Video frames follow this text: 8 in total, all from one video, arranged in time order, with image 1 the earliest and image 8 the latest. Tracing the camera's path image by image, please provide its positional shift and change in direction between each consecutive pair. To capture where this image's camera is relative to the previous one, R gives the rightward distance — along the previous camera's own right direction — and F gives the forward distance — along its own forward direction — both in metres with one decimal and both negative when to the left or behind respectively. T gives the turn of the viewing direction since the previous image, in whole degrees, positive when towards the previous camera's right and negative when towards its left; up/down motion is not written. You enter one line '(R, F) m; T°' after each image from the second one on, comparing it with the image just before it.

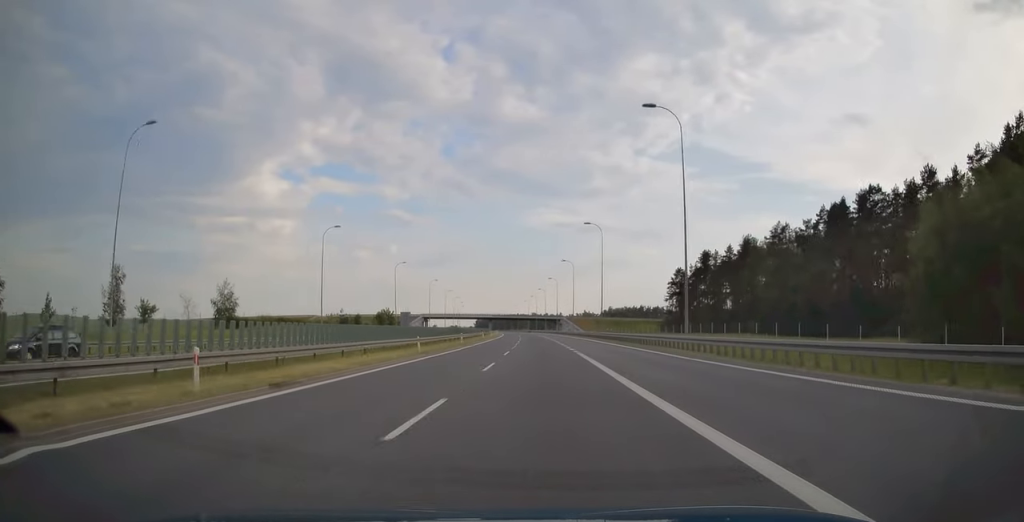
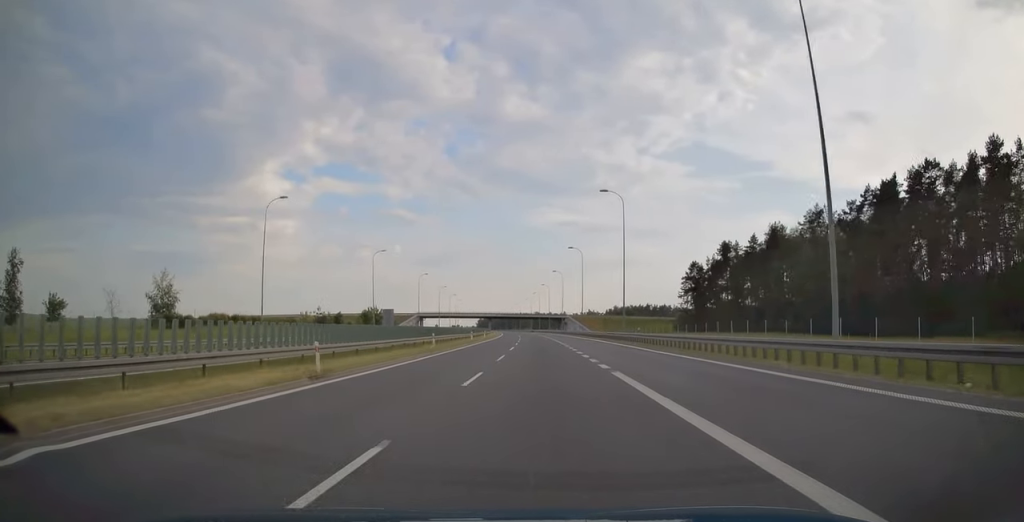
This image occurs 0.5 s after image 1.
(-0.1, +17.5) m; 0°
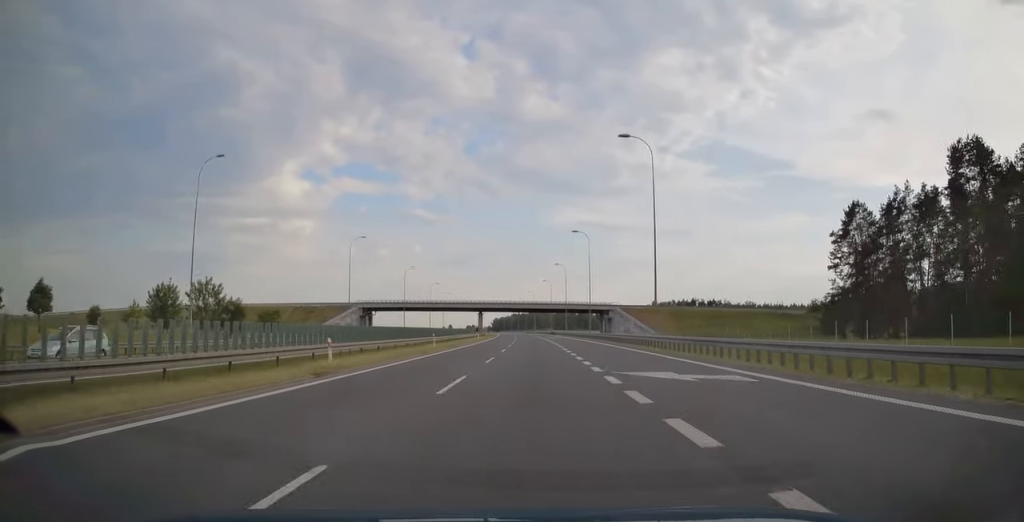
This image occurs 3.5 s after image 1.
(-1.3, +97.9) m; -2°
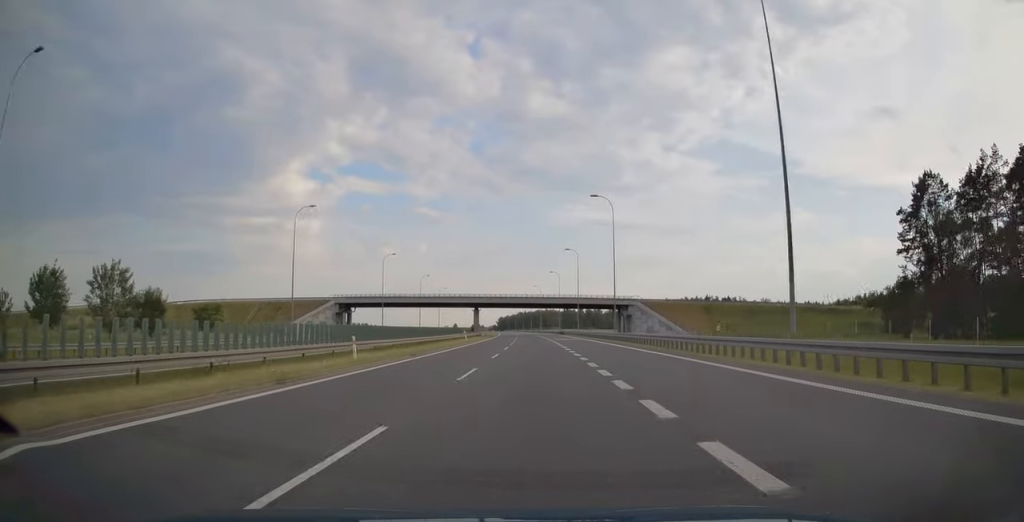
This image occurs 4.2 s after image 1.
(-0.1, +21.4) m; -1°
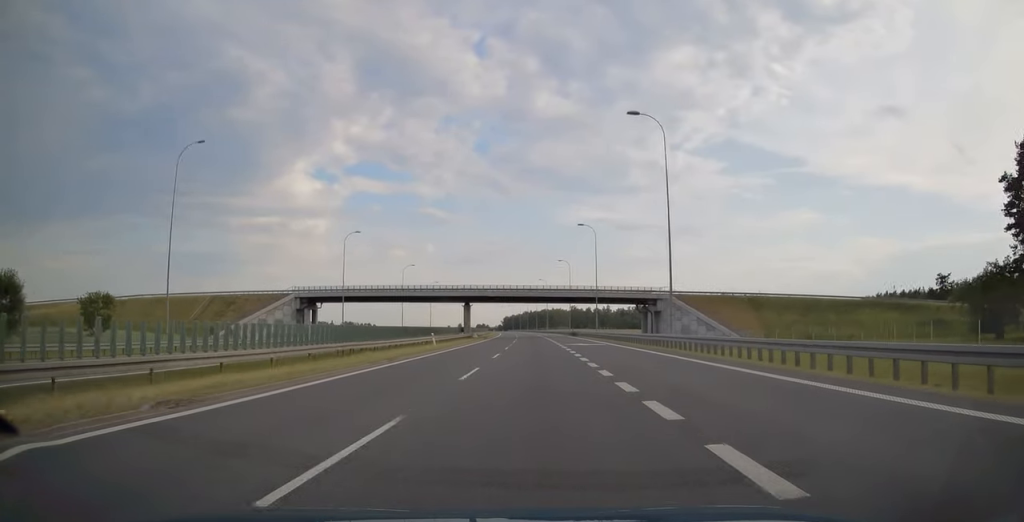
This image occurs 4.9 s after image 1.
(-0.2, +23.5) m; -1°
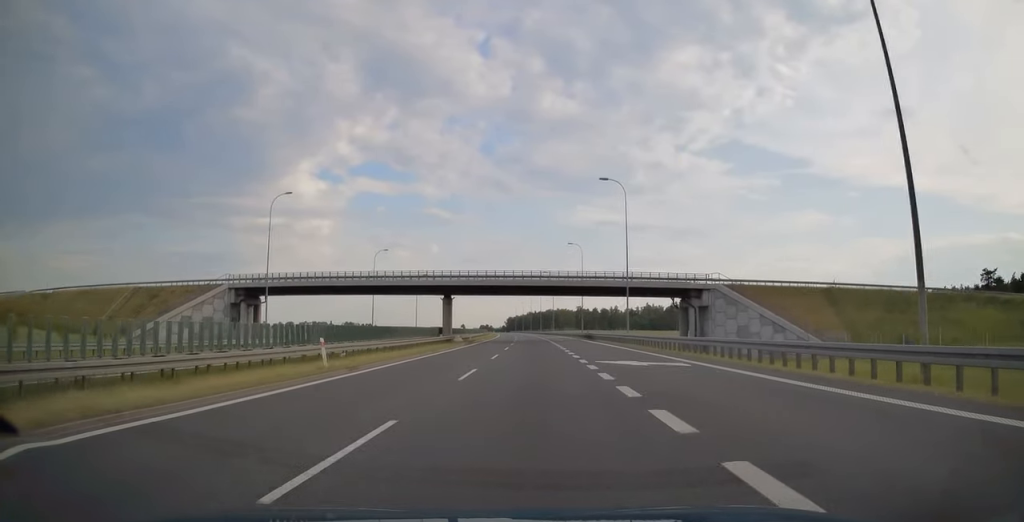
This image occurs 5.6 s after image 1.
(-0.1, +24.1) m; -1°
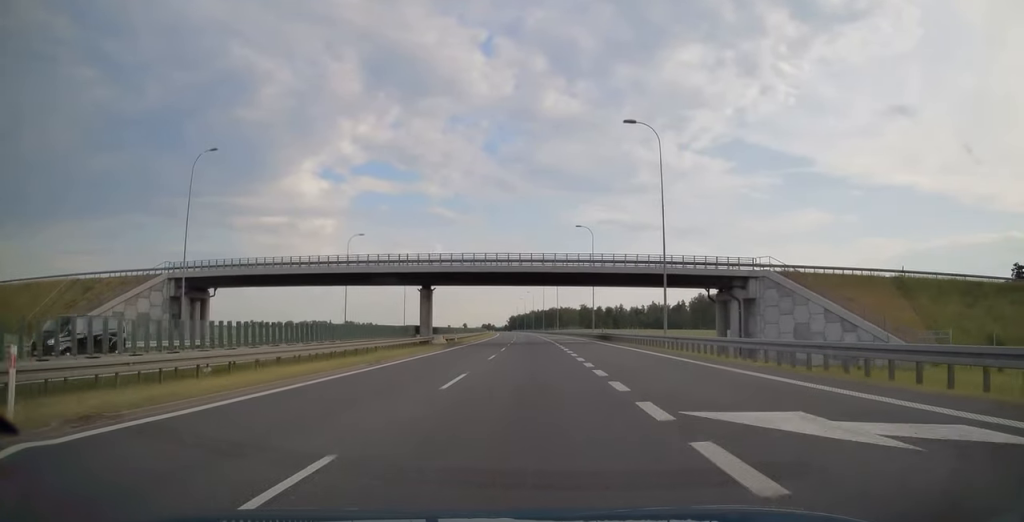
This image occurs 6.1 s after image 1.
(0.0, +14.8) m; 0°
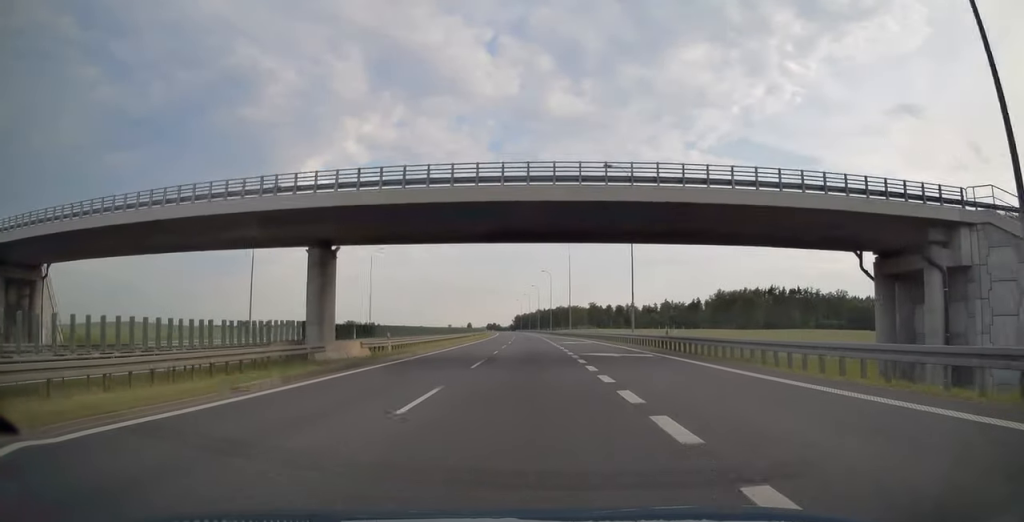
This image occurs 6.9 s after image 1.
(-0.2, +29.0) m; 0°
